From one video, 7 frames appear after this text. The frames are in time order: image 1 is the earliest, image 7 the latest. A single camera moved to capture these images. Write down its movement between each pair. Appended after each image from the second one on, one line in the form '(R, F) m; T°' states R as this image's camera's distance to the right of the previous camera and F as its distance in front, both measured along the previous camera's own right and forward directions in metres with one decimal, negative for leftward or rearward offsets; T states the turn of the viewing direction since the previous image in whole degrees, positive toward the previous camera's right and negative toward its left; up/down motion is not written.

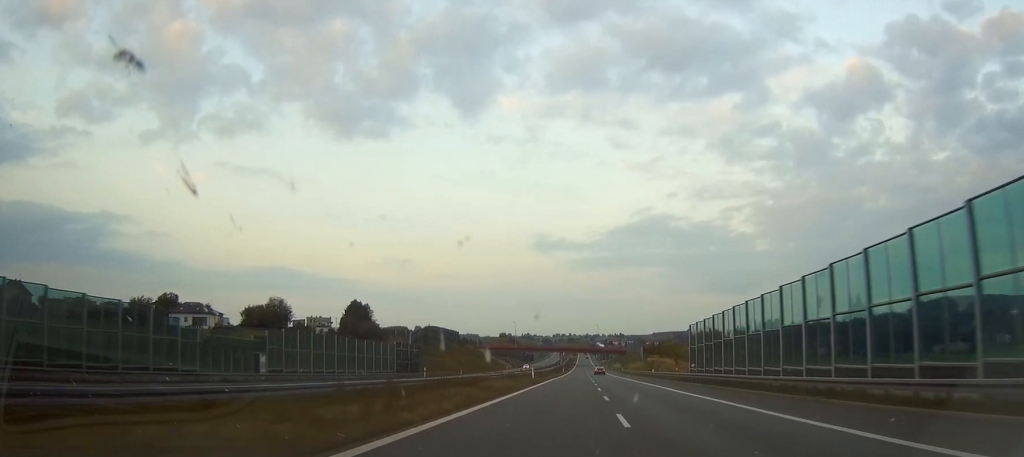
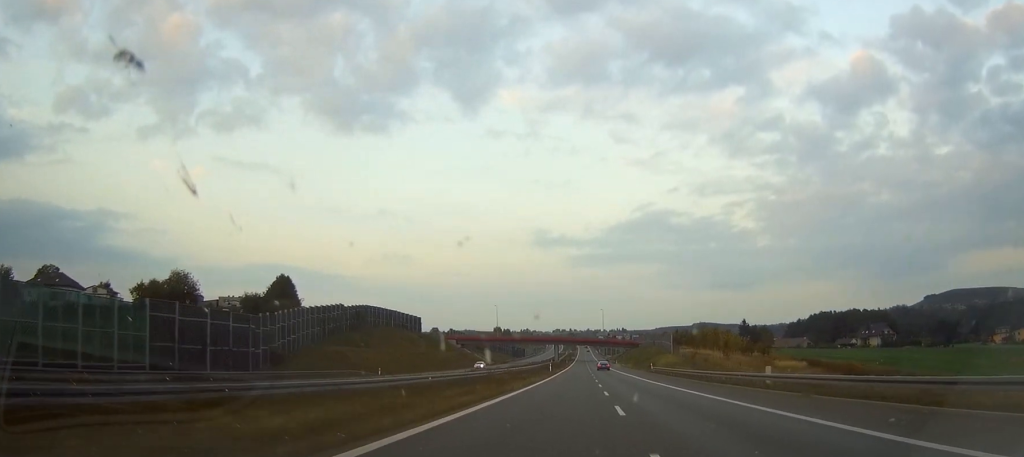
(+0.9, +68.7) m; +1°
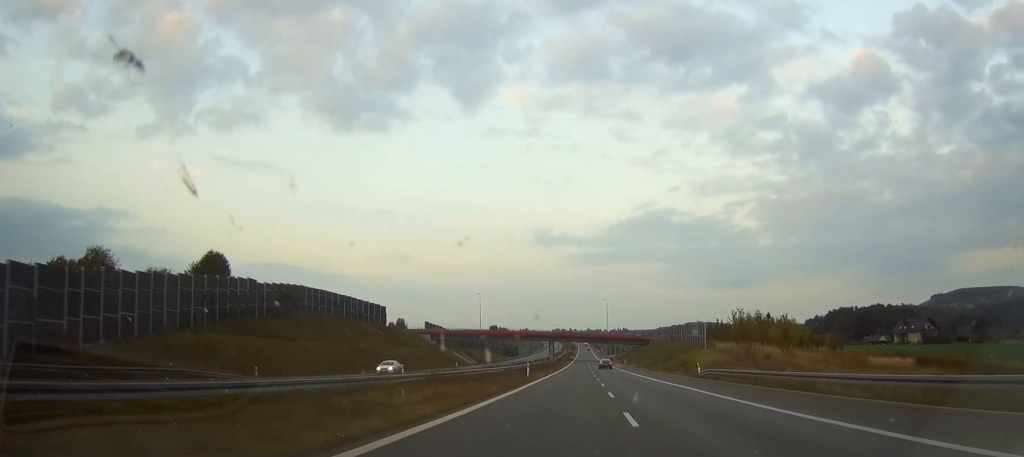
(-0.1, +39.6) m; 0°
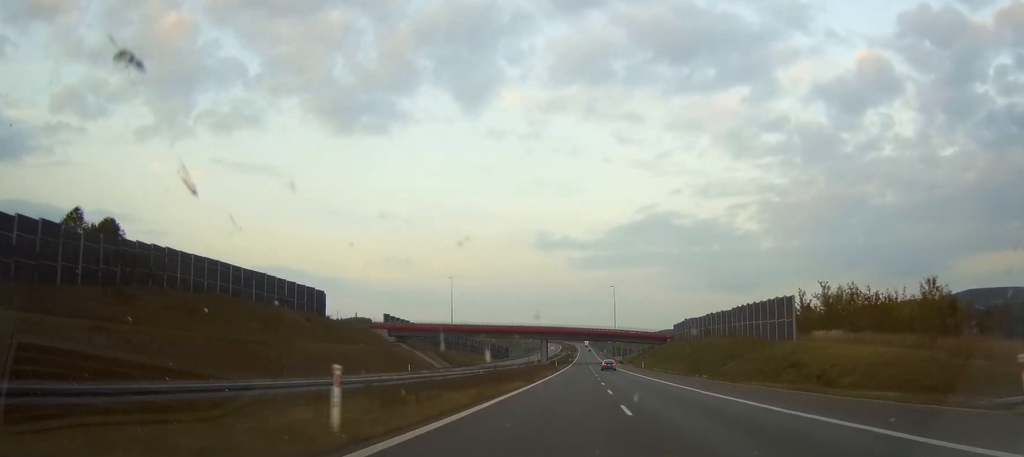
(-0.1, +44.8) m; 0°
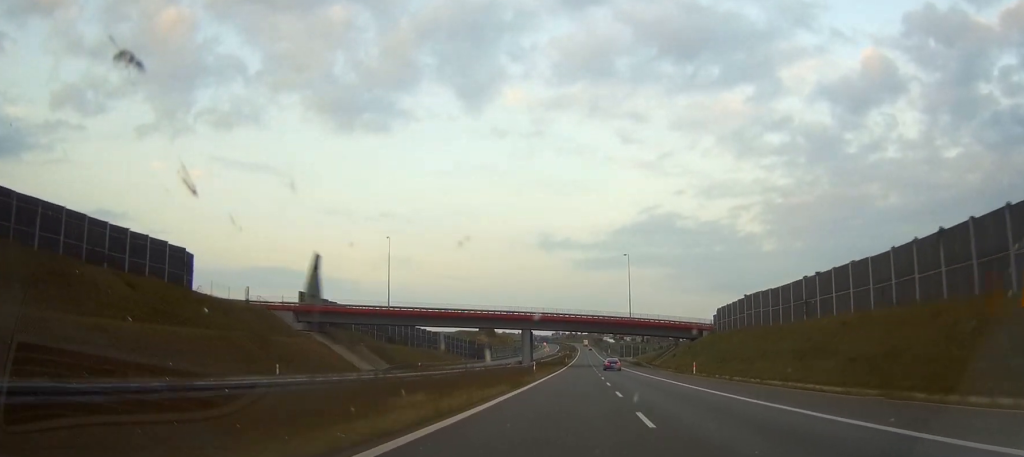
(0.0, +51.7) m; 0°
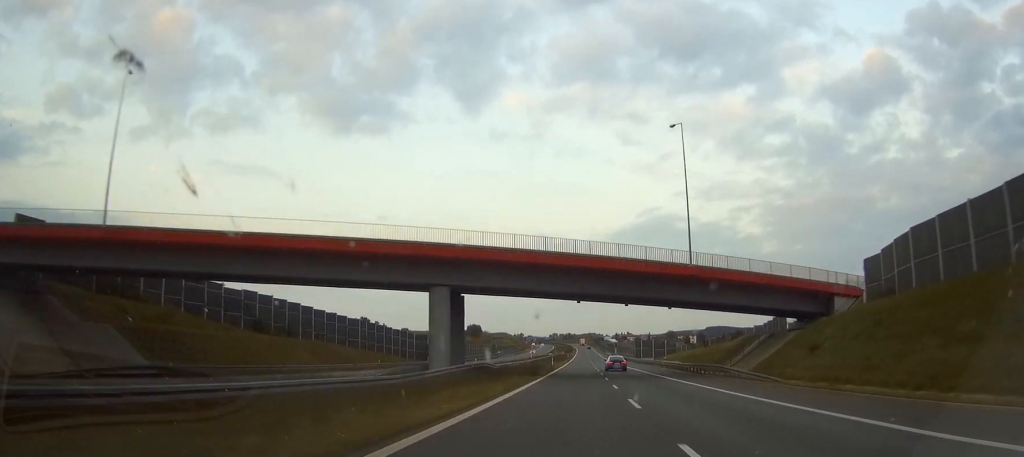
(0.0, +65.5) m; 0°
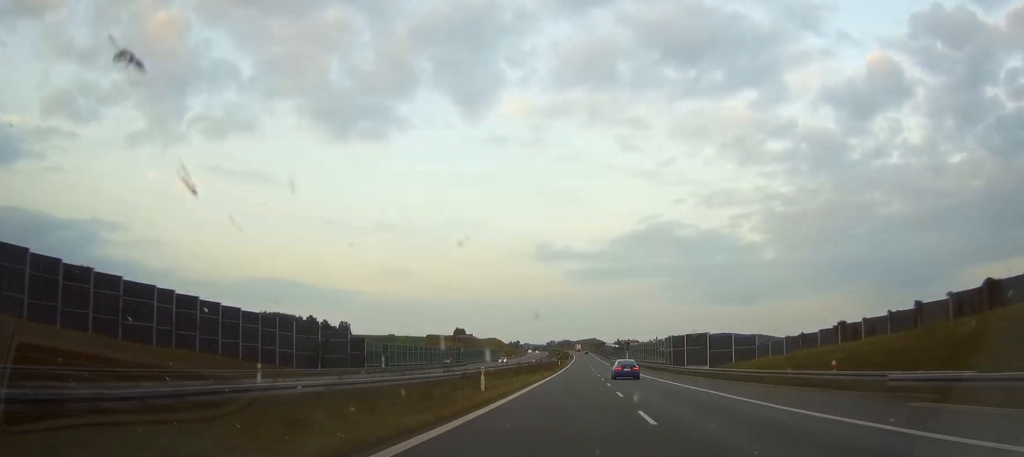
(+0.2, +65.7) m; 0°
